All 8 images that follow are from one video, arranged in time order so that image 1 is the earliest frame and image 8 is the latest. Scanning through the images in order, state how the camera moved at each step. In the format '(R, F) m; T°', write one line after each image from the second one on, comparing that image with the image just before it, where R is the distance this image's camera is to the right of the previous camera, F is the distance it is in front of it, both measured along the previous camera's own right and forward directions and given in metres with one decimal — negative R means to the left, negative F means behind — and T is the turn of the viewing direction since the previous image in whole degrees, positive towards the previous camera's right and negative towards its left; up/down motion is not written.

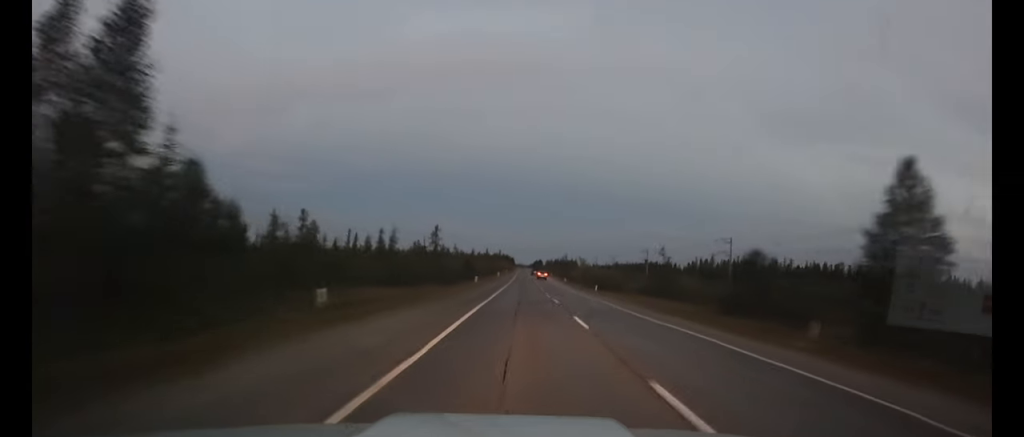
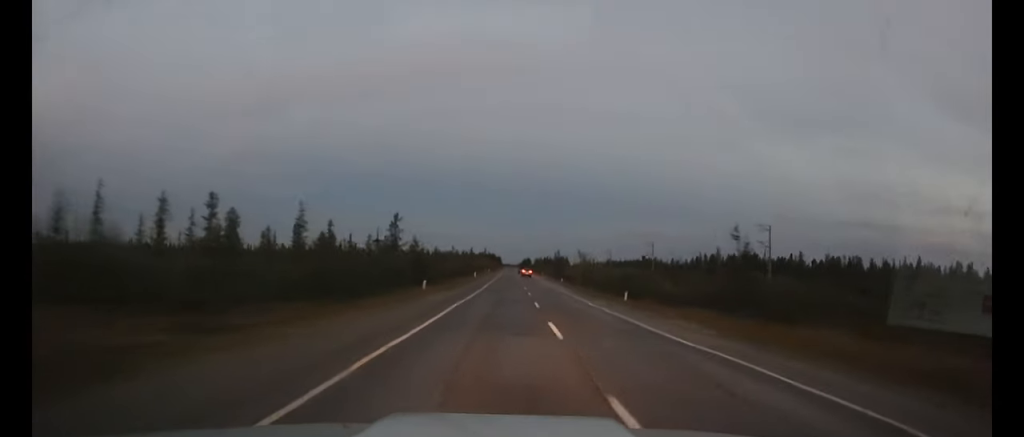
(+0.1, +26.3) m; +1°
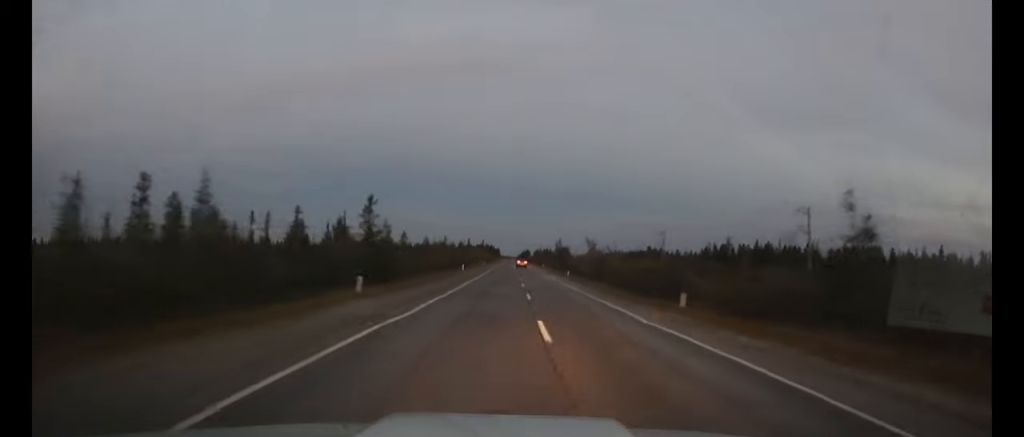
(0.0, +14.9) m; 0°
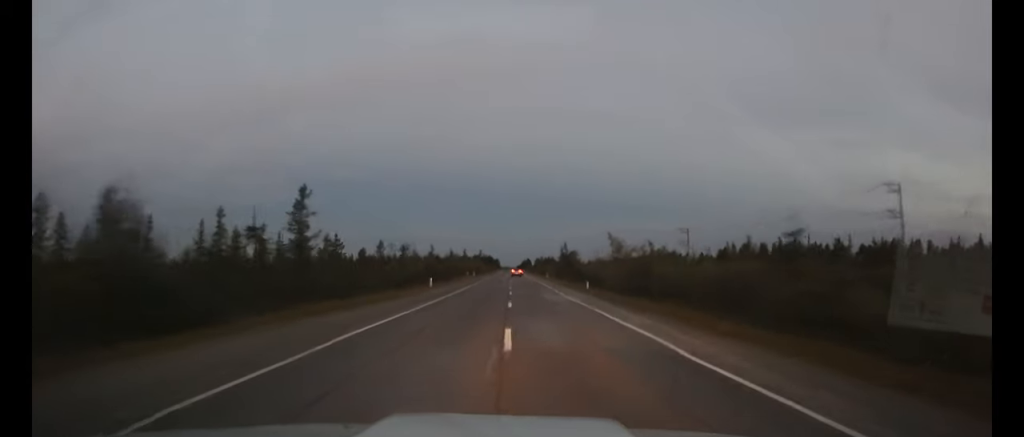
(+0.2, +24.1) m; 0°
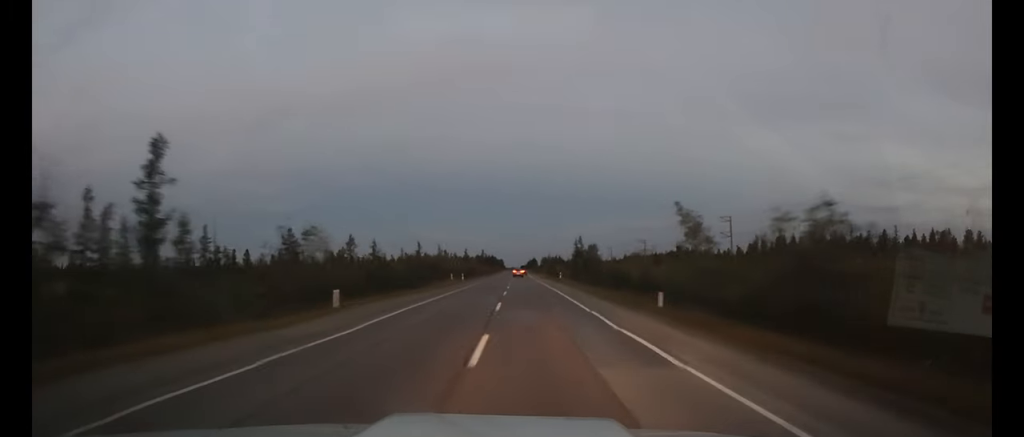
(0.0, +25.7) m; 0°
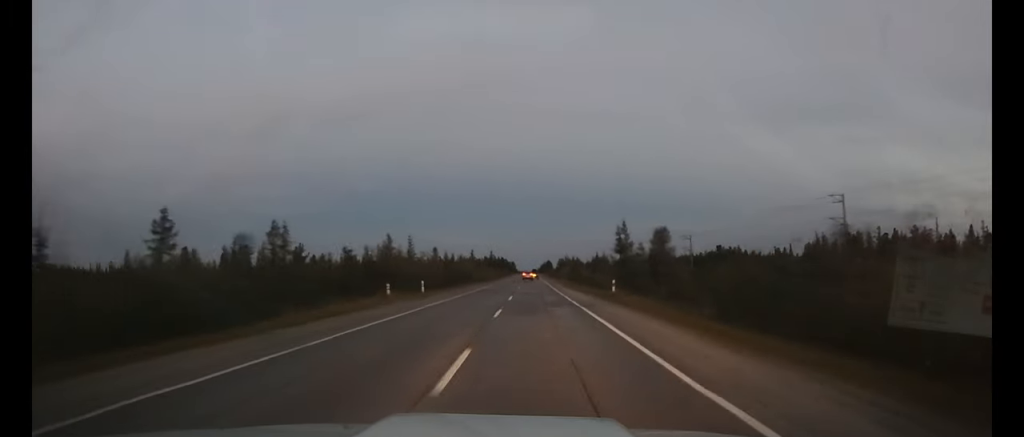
(-0.4, +38.1) m; -1°
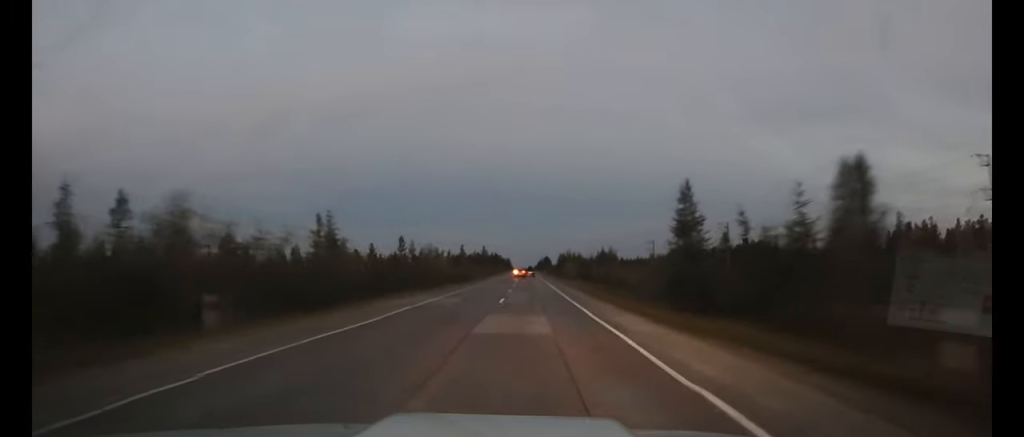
(-0.2, +29.8) m; 0°
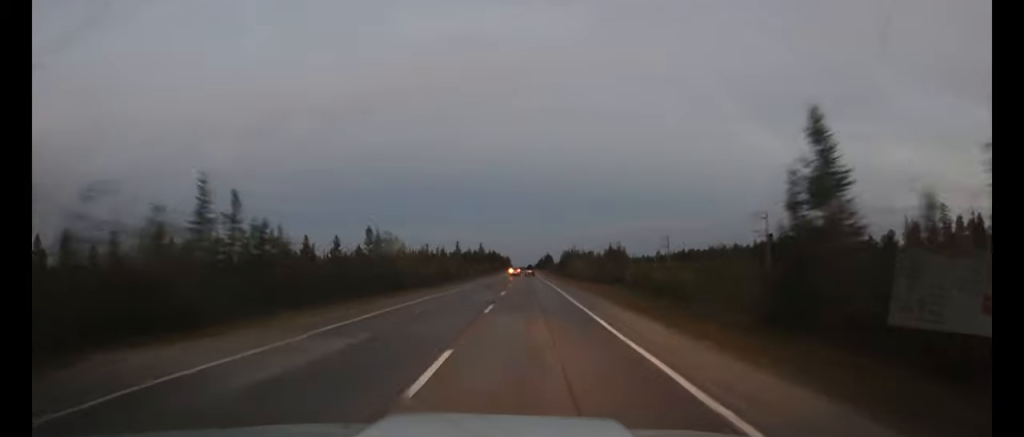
(0.0, +19.1) m; 0°
